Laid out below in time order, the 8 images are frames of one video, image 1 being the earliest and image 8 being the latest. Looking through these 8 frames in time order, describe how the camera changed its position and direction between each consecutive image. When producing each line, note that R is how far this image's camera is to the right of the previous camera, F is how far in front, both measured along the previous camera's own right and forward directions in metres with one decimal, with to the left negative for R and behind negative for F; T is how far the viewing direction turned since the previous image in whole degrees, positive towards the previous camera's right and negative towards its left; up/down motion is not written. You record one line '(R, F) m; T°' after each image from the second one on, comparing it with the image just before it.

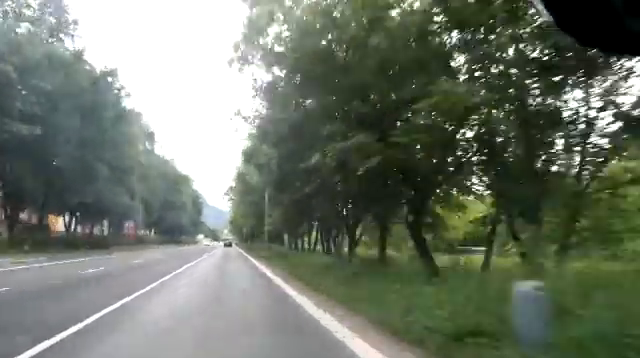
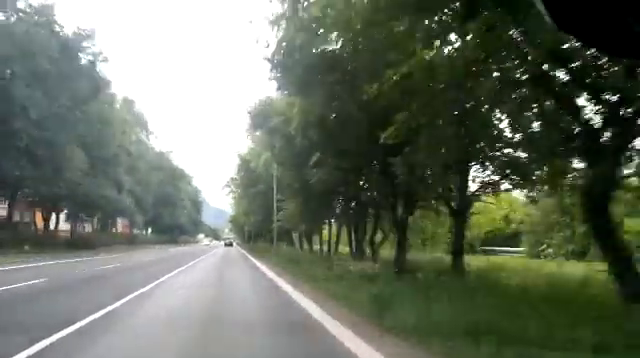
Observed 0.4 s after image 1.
(+0.1, +6.2) m; 0°
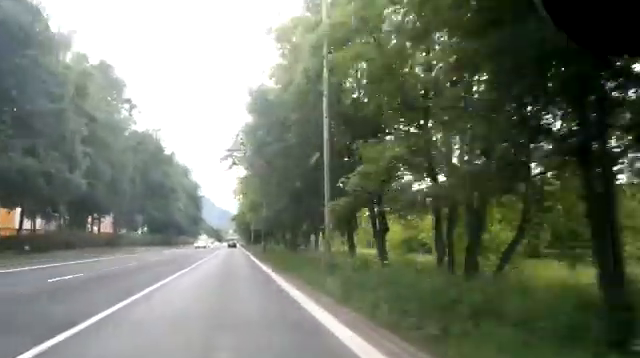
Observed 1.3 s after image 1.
(-0.1, +13.8) m; +1°
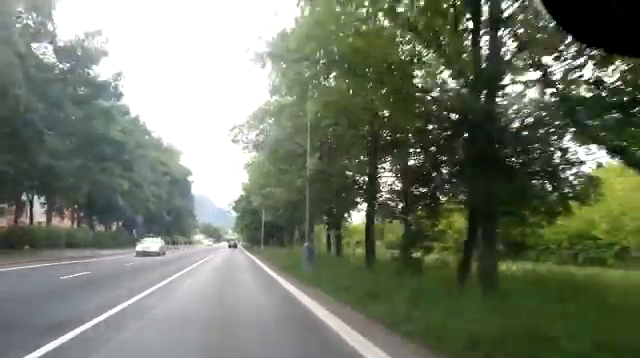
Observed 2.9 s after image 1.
(+0.7, +25.4) m; +2°
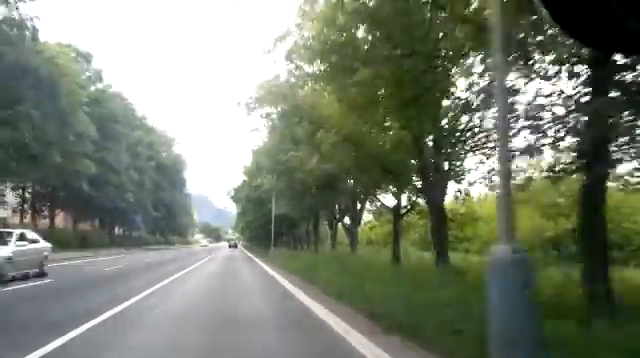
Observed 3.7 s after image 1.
(+0.1, +12.3) m; 0°
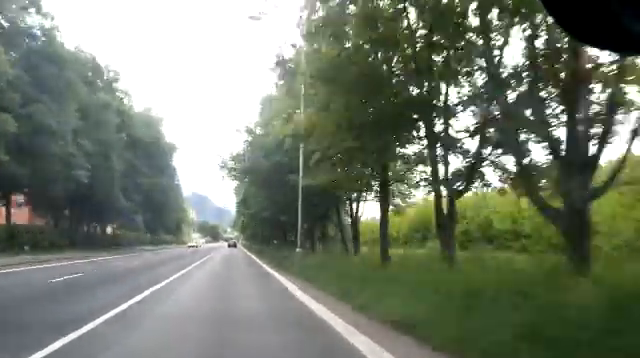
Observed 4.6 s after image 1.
(0.0, +14.4) m; -1°
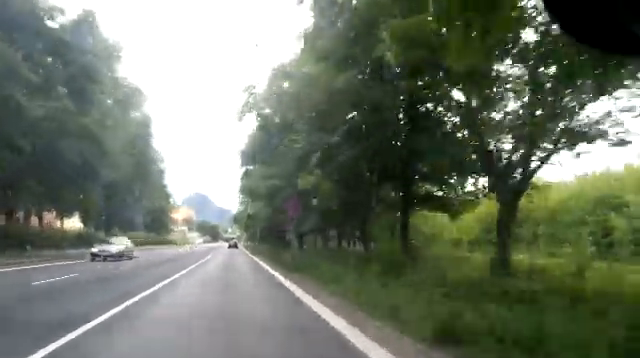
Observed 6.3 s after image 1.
(-0.2, +27.6) m; -2°
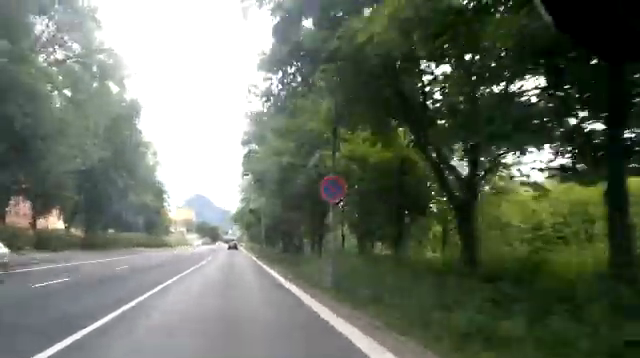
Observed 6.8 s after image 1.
(-0.1, +8.6) m; -1°
